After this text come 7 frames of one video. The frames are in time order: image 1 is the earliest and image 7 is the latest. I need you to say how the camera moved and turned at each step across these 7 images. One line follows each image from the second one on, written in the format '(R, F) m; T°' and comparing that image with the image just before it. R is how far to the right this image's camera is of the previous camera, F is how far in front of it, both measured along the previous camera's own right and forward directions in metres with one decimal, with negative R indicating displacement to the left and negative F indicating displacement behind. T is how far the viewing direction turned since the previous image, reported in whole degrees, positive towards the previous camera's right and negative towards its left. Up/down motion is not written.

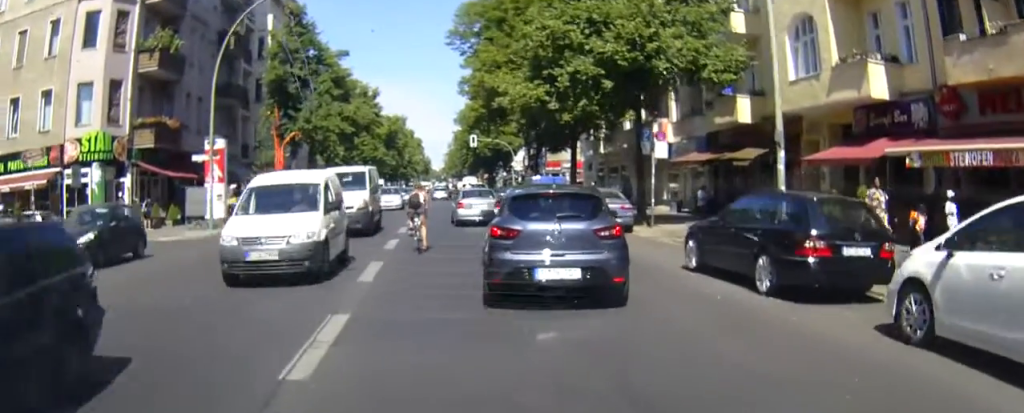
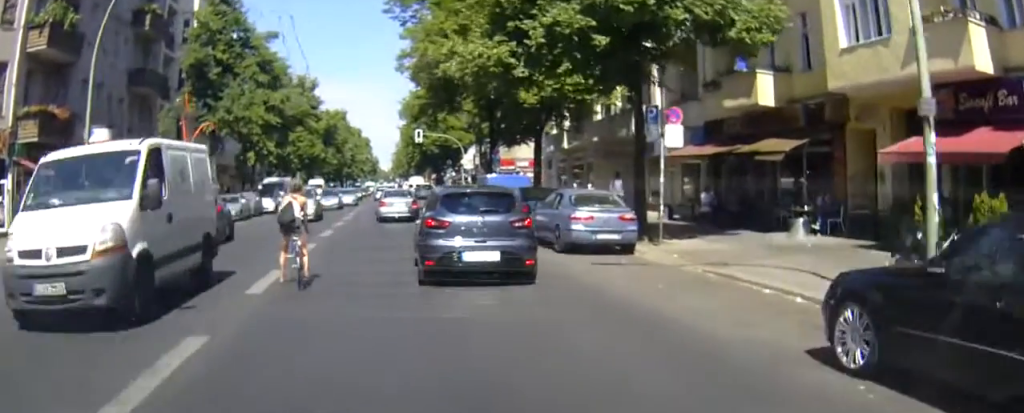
(-0.1, +6.4) m; +1°
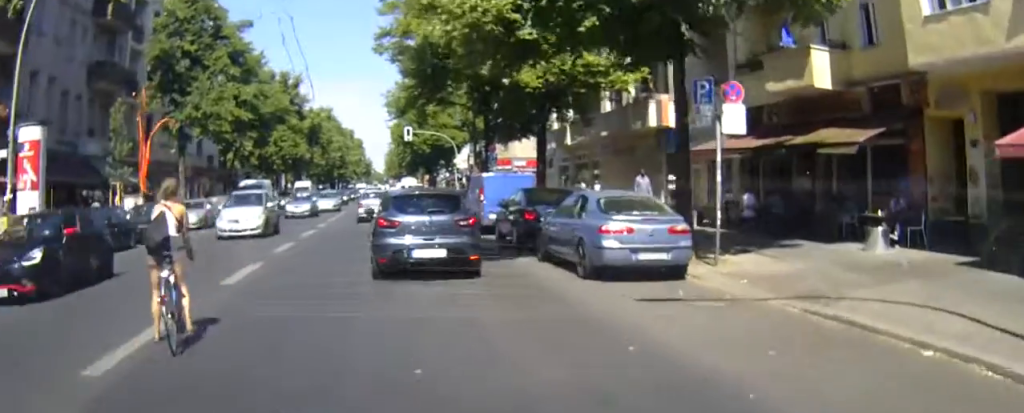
(+0.1, +4.3) m; +2°
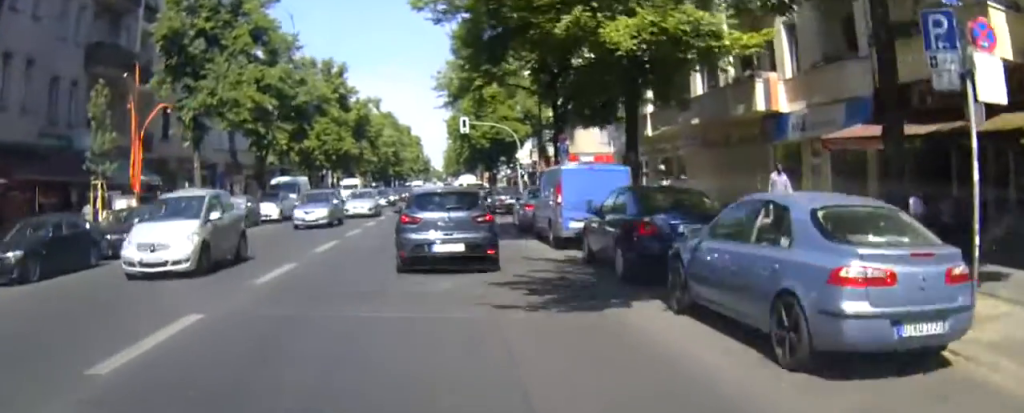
(+0.1, +5.8) m; 0°
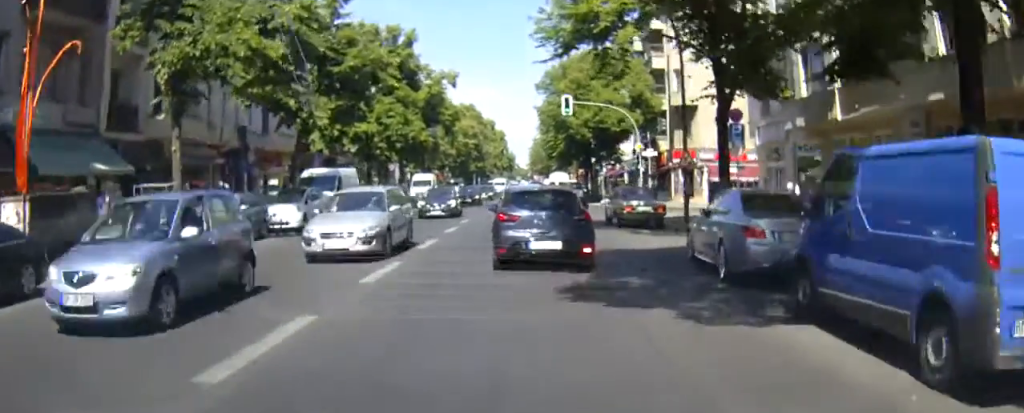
(-0.5, +11.8) m; -3°
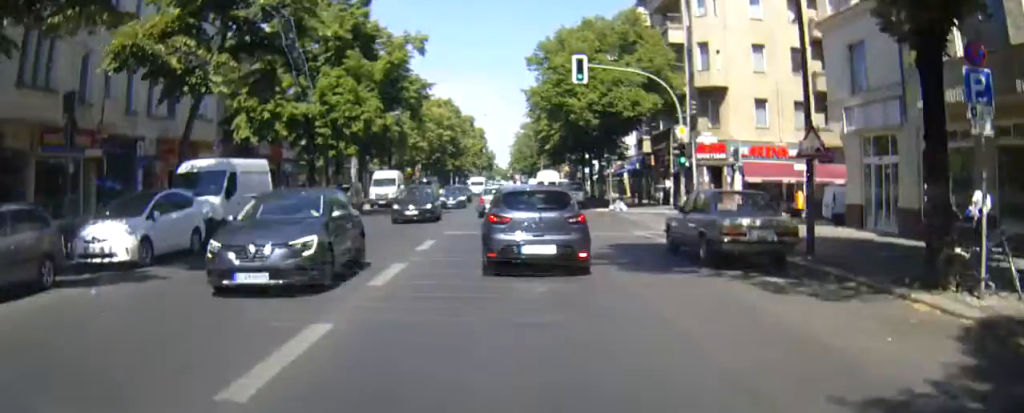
(+0.1, +11.8) m; 0°
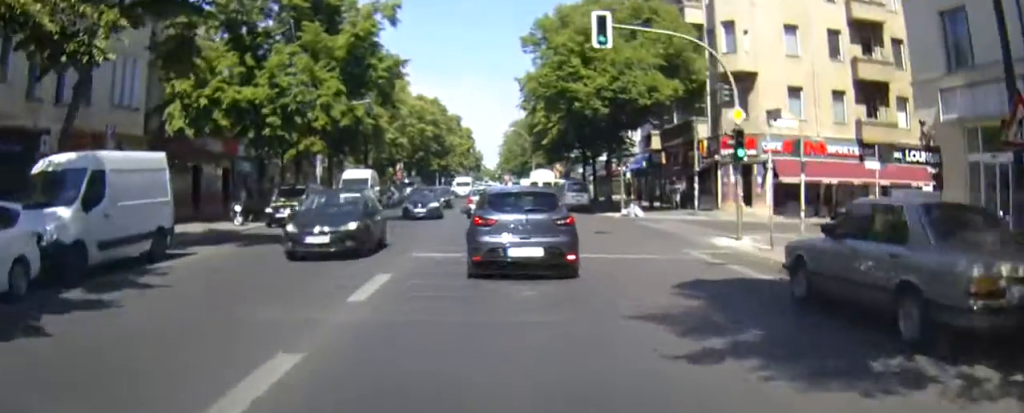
(-0.2, +7.7) m; +1°
